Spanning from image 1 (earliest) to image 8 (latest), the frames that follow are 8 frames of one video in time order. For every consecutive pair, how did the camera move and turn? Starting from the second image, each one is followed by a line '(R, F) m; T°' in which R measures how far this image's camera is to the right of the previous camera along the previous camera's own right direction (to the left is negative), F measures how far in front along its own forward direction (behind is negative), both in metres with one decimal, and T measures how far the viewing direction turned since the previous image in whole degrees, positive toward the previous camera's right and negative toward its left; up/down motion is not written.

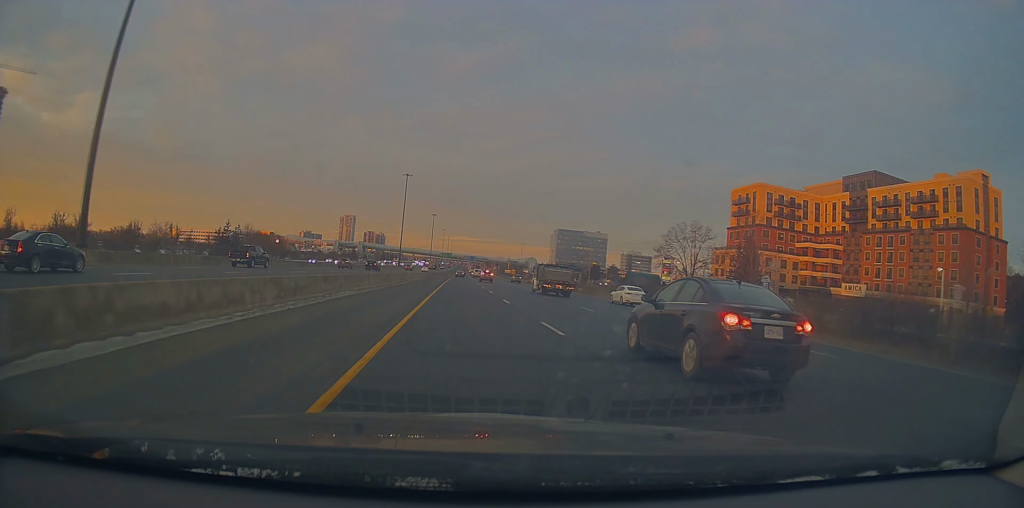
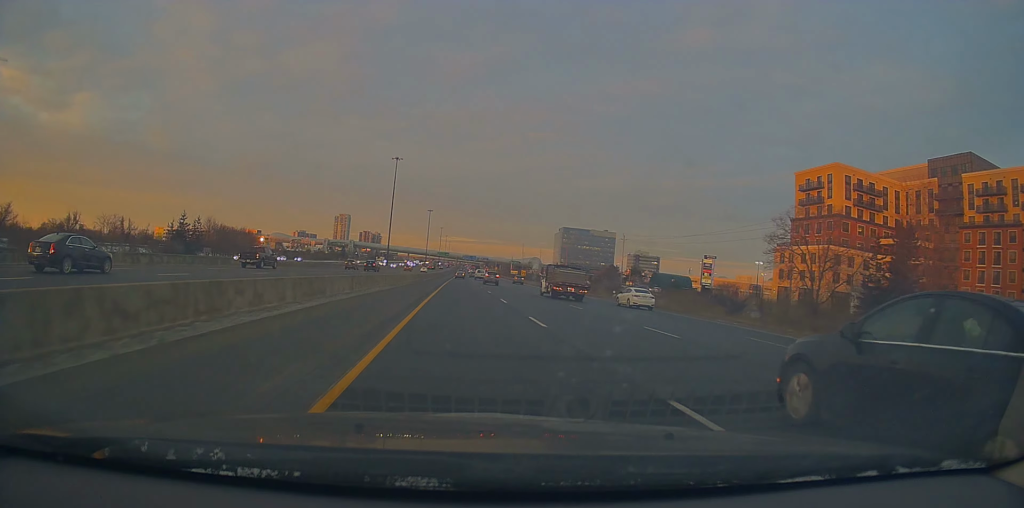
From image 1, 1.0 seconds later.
(+0.2, +33.5) m; +1°
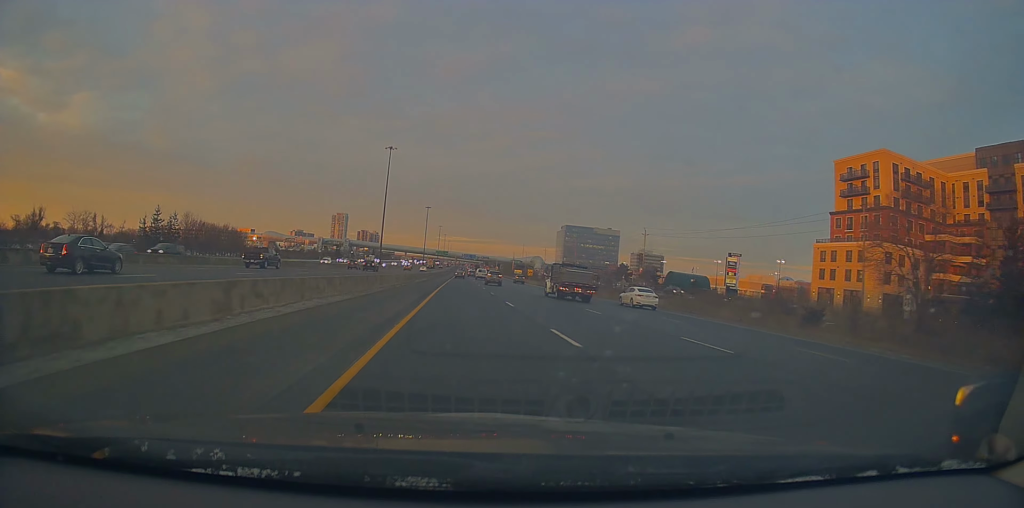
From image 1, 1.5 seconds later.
(+0.3, +15.6) m; 0°
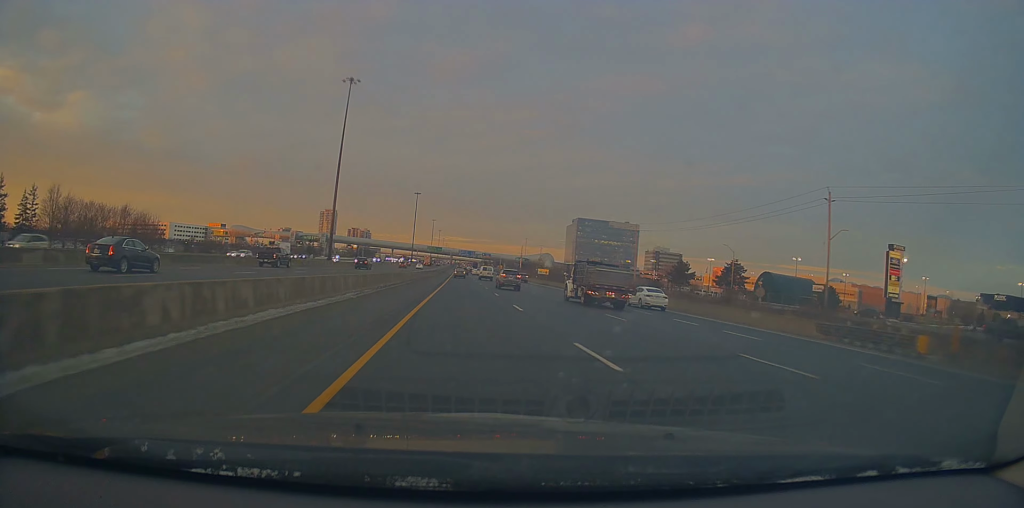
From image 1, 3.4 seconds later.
(0.0, +62.9) m; 0°
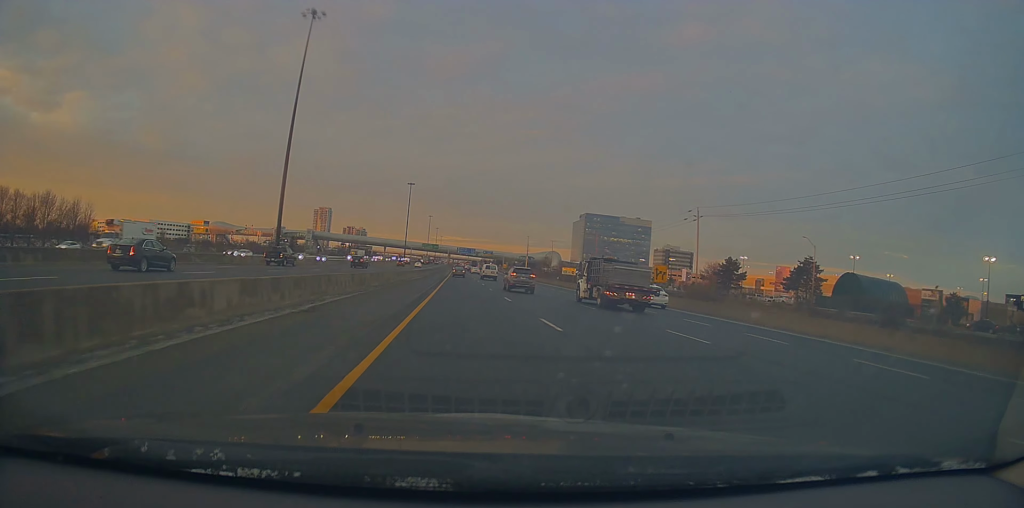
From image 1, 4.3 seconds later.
(0.0, +31.4) m; 0°
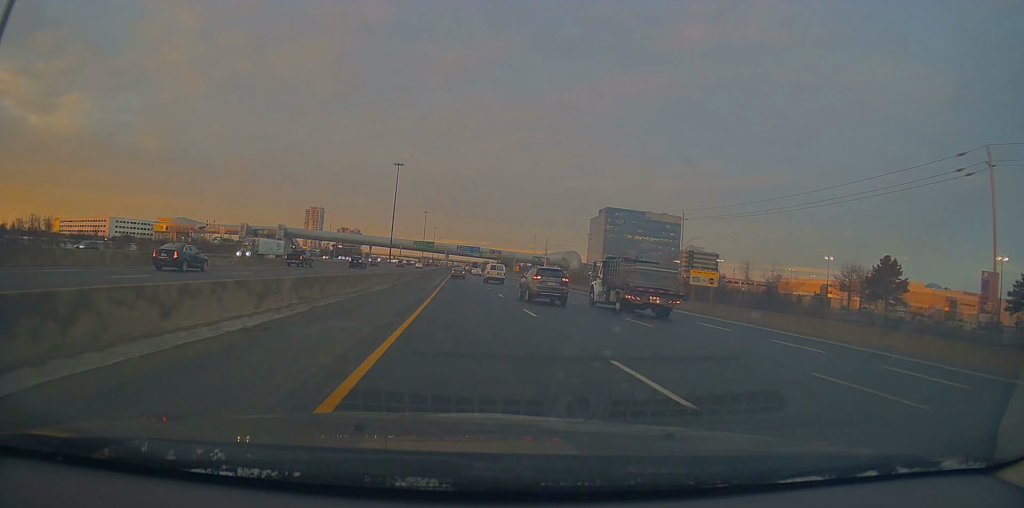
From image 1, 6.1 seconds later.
(+0.7, +56.2) m; +1°
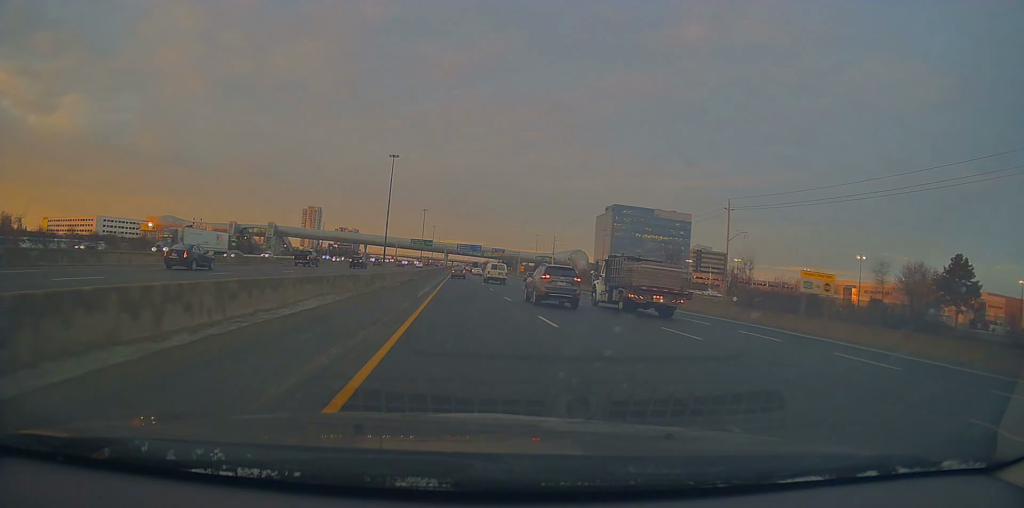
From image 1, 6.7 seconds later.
(+0.2, +16.1) m; 0°
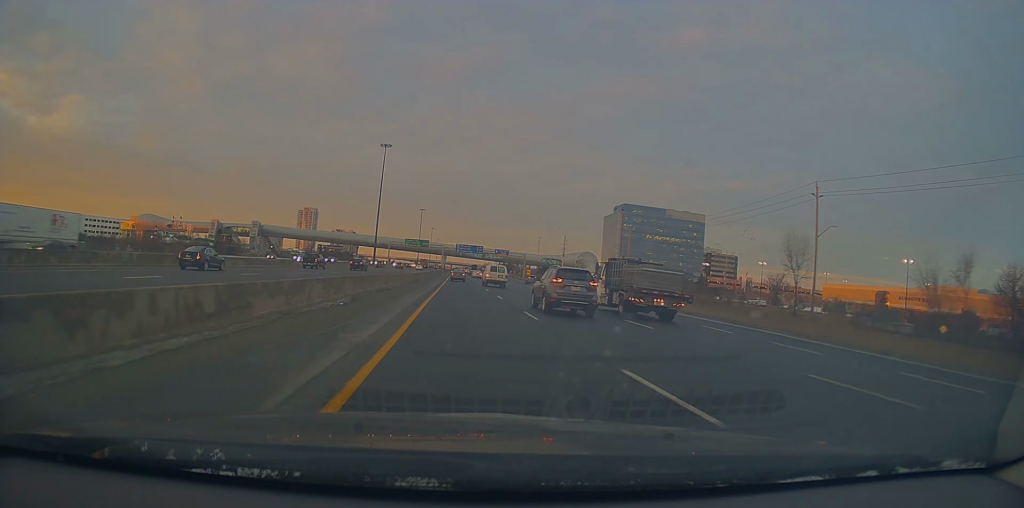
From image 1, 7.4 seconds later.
(-0.4, +20.6) m; -1°
